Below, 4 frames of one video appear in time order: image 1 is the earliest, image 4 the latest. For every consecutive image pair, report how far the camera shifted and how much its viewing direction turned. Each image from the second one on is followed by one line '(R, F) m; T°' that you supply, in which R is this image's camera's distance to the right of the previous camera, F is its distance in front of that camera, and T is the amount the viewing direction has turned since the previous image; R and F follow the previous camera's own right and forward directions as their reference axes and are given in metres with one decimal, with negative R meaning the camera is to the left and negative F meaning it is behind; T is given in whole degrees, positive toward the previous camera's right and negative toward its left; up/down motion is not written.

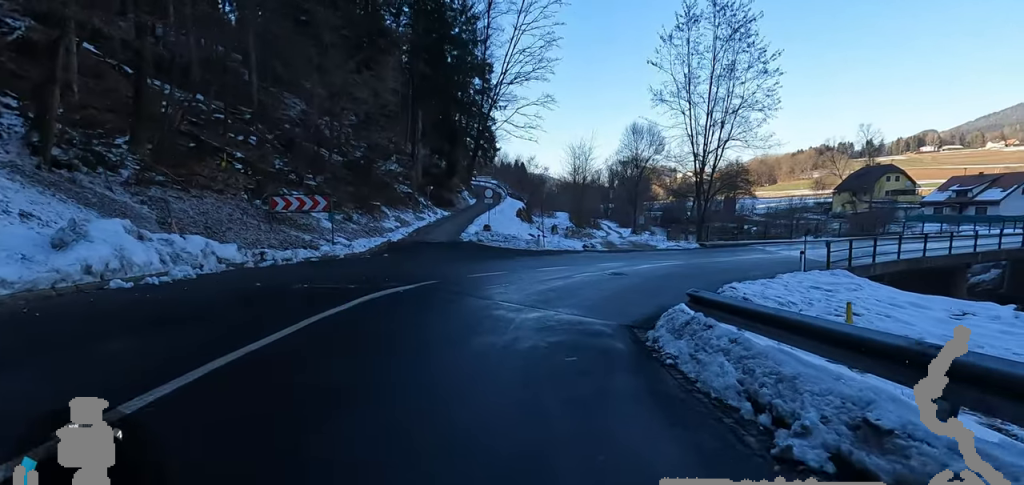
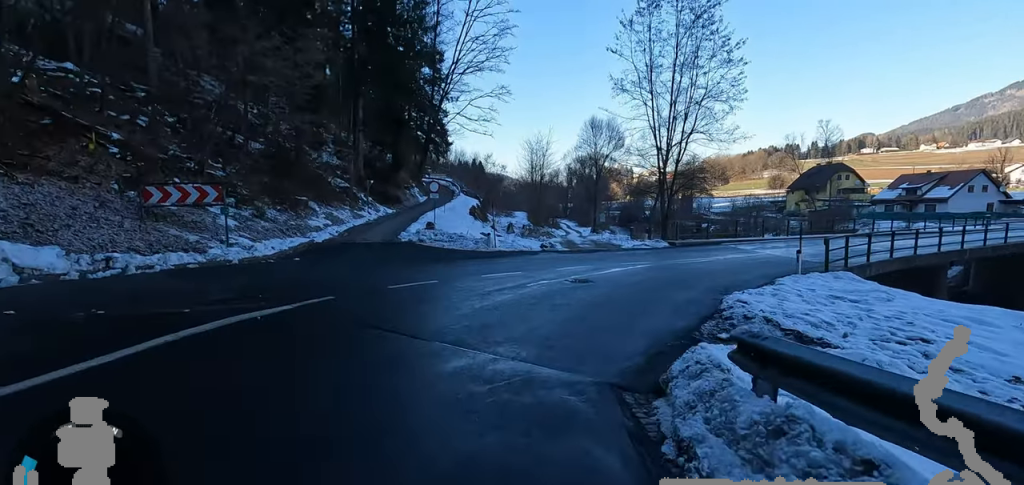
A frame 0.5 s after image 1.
(-0.5, +3.2) m; +4°
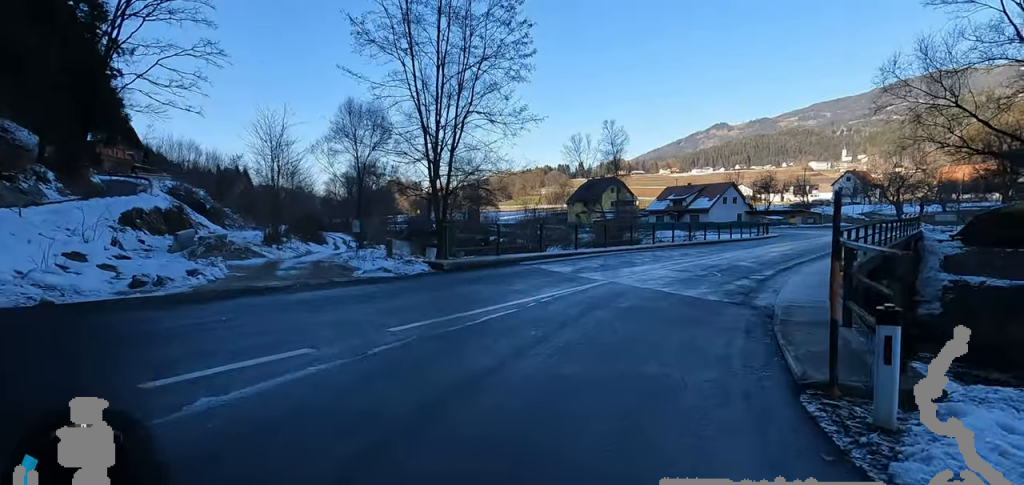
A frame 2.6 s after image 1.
(+4.5, +11.6) m; +35°
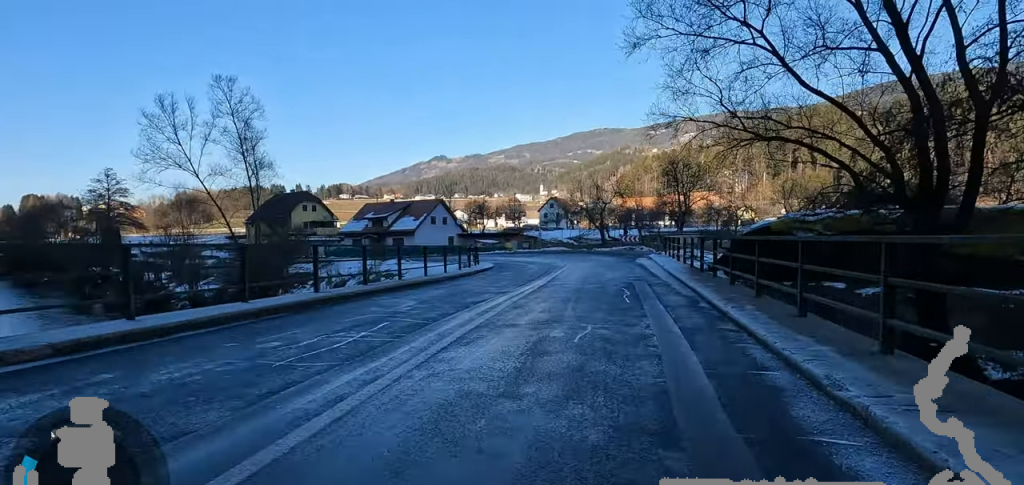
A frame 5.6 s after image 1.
(+5.9, +18.2) m; +34°
